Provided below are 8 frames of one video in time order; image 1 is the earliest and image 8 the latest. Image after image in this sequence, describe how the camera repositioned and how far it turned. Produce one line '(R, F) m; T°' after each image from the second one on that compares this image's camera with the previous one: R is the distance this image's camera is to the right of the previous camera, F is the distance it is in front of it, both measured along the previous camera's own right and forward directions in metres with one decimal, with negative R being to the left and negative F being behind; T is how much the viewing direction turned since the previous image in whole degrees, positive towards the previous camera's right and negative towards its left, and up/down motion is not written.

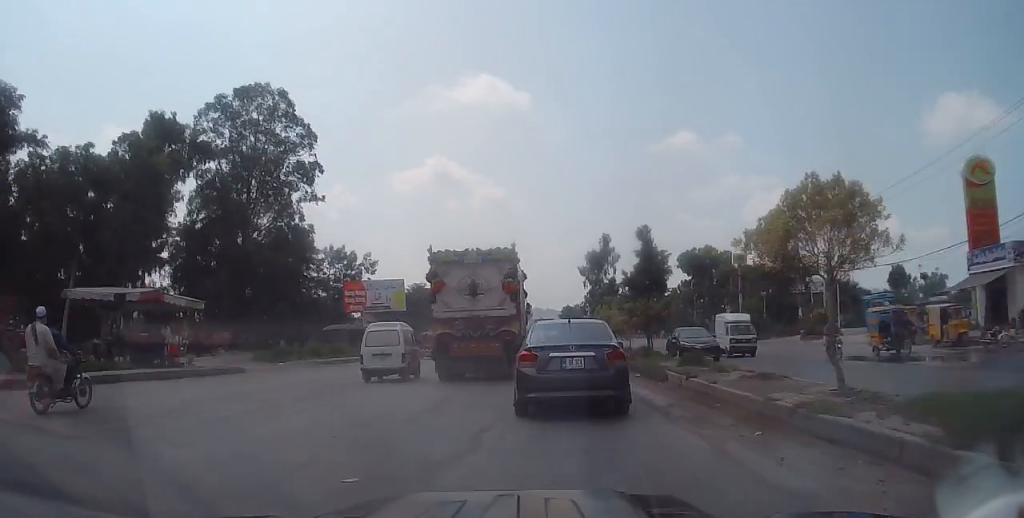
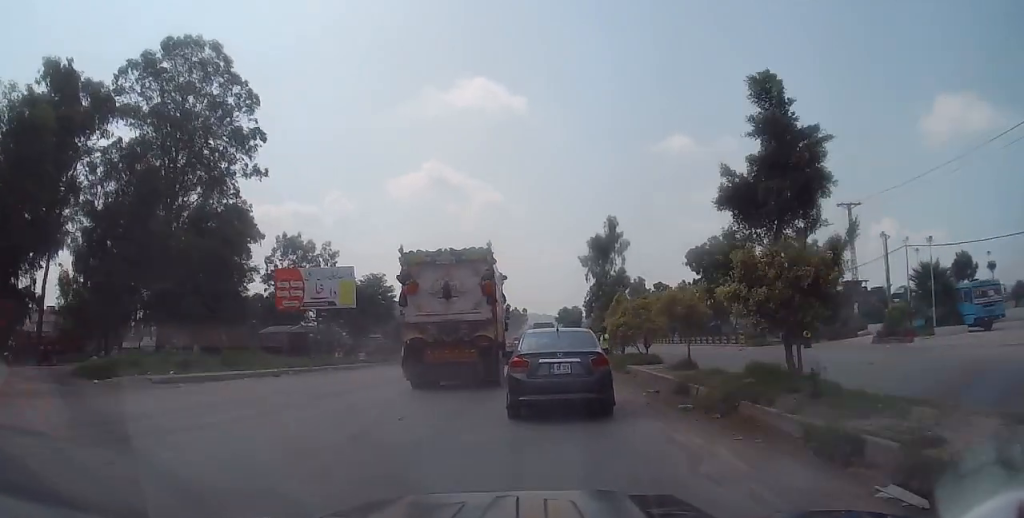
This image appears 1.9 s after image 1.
(-0.2, +14.3) m; +2°
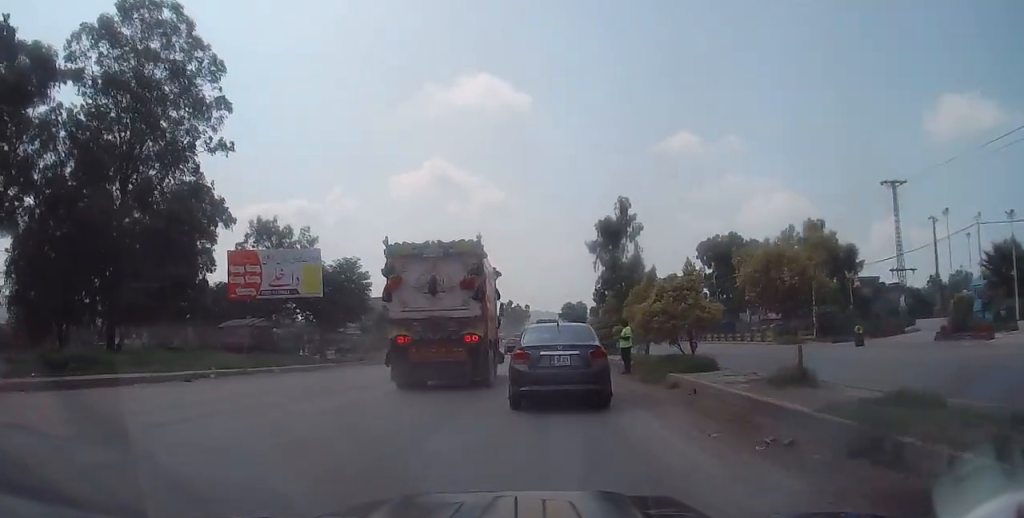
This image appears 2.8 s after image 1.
(+0.5, +7.4) m; -1°
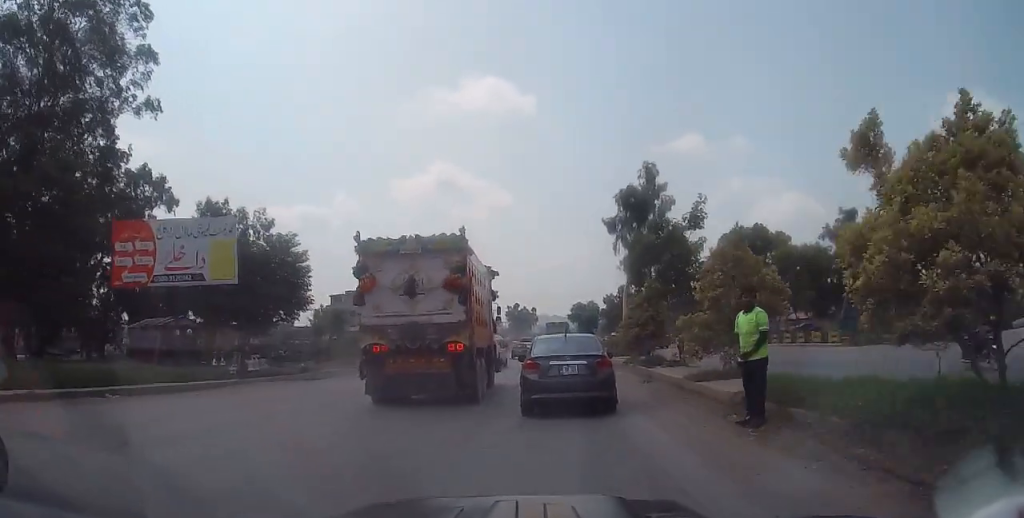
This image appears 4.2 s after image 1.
(-0.5, +12.2) m; -2°
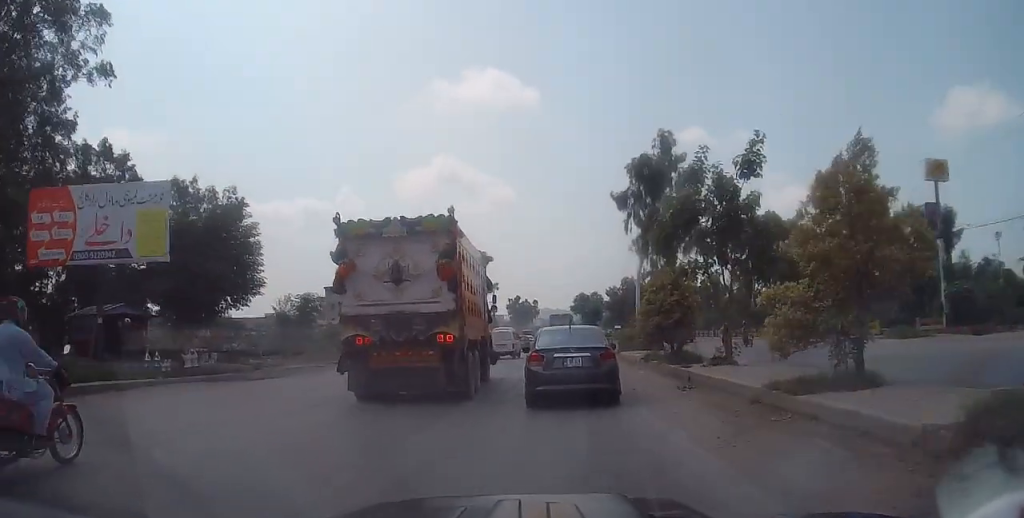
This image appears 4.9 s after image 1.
(+0.1, +5.7) m; 0°
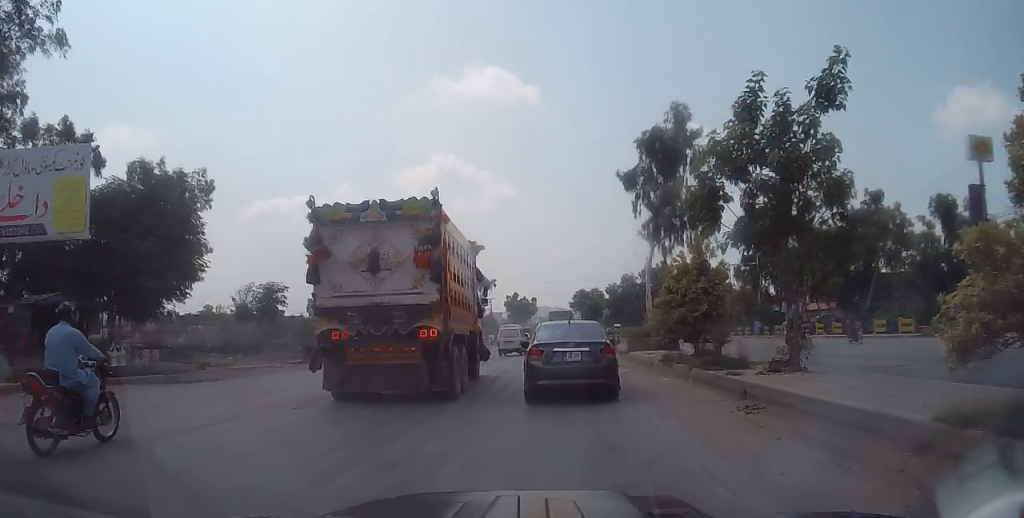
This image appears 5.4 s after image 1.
(-0.2, +4.7) m; -1°
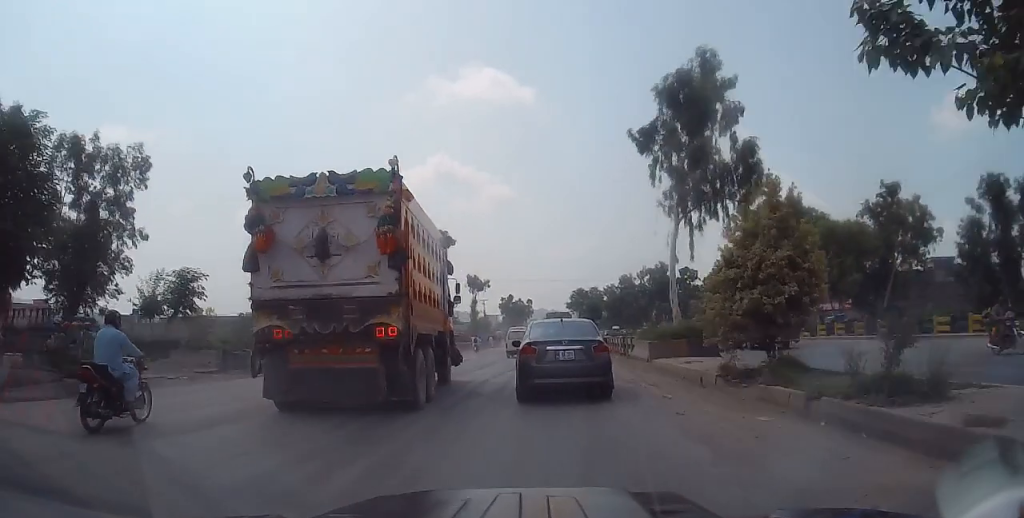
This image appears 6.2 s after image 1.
(0.0, +7.6) m; 0°
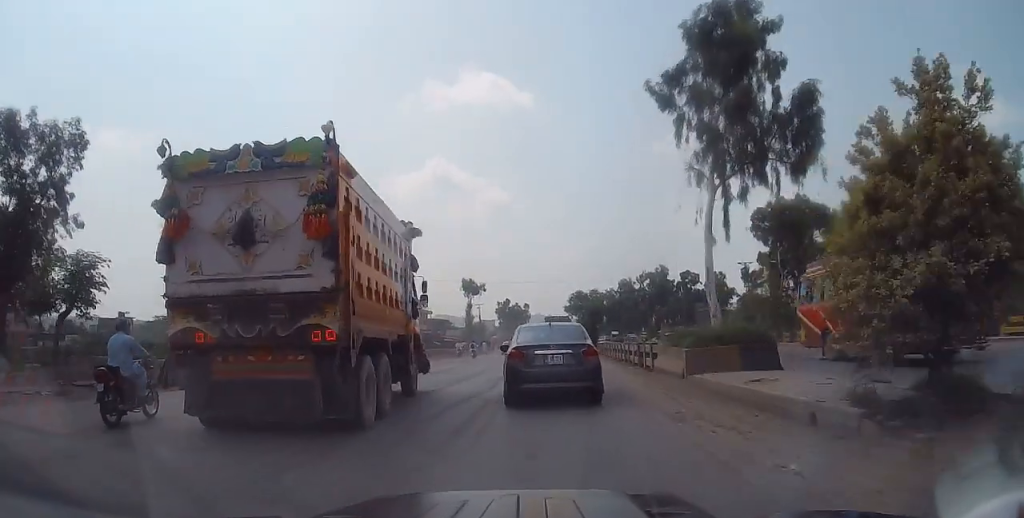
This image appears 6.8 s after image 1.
(0.0, +6.1) m; +1°
